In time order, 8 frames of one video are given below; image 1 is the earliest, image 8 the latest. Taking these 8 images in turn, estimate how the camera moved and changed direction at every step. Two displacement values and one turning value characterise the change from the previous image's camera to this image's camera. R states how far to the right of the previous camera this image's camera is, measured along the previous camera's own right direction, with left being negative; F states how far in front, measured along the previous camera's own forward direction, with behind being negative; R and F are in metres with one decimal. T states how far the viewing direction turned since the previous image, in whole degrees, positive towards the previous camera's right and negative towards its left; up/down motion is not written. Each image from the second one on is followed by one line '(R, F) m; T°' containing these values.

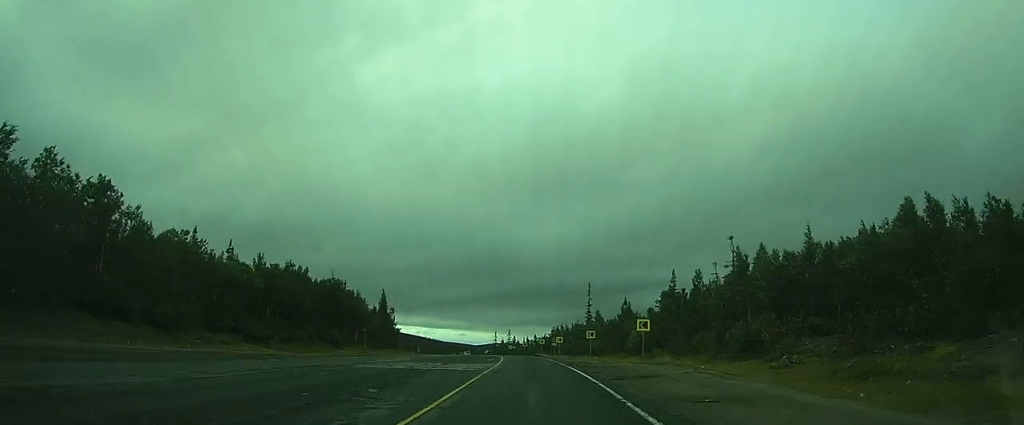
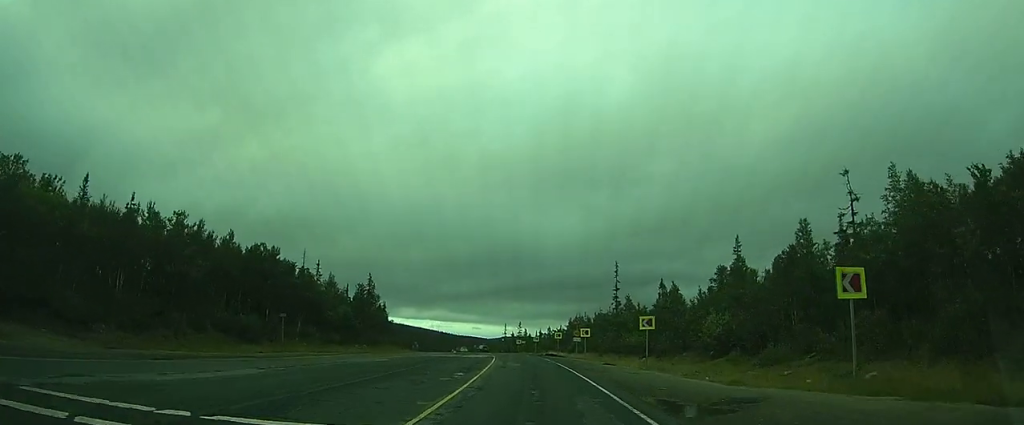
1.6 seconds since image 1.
(0.0, +23.2) m; 0°
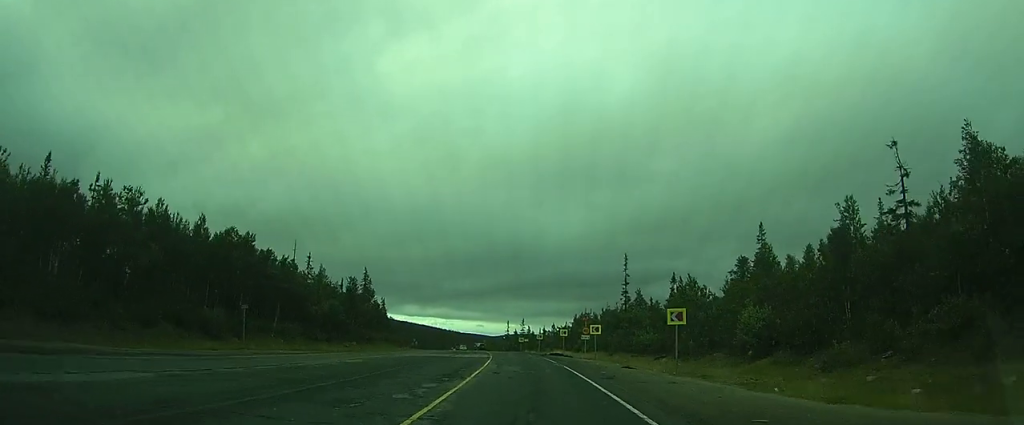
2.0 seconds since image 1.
(0.0, +6.0) m; 0°
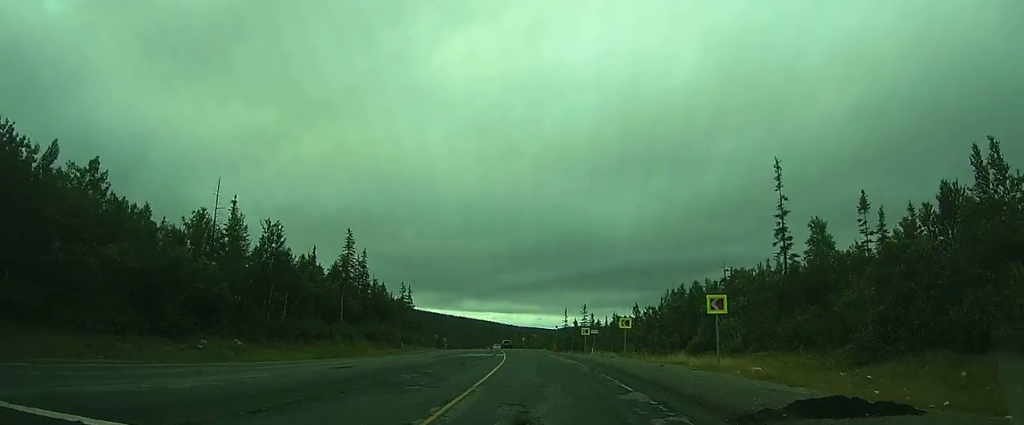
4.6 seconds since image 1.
(-5.3, +42.3) m; -12°
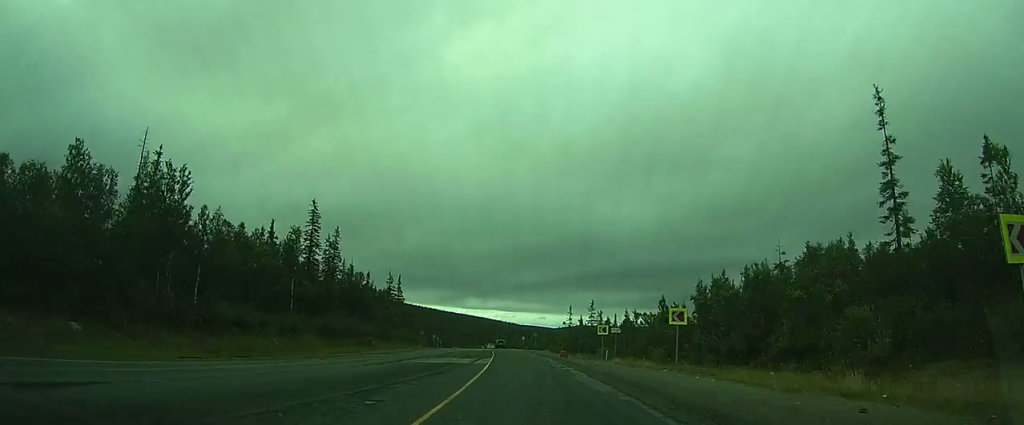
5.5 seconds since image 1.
(0.0, +15.4) m; 0°
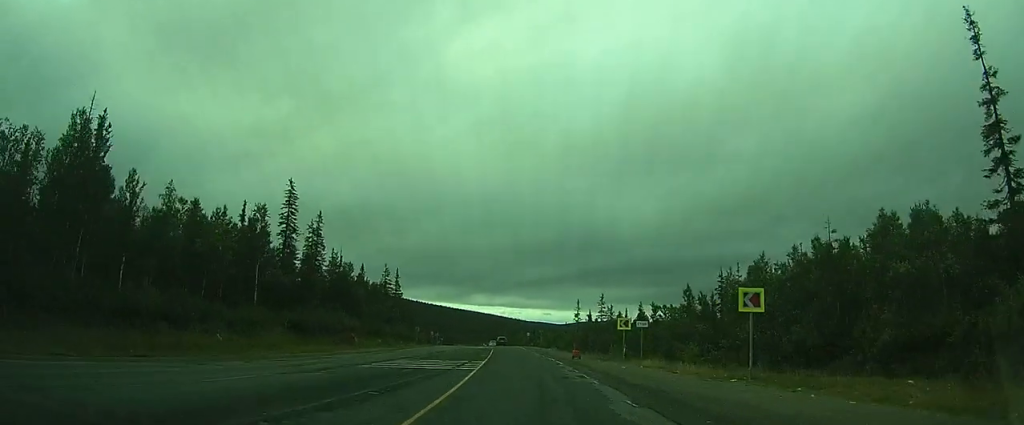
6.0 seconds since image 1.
(+0.1, +8.7) m; -1°
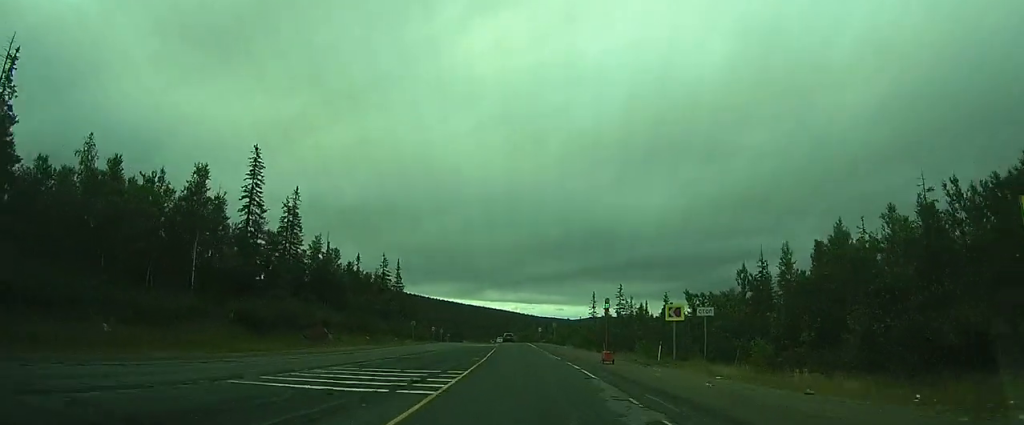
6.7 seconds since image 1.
(-0.2, +11.1) m; -2°
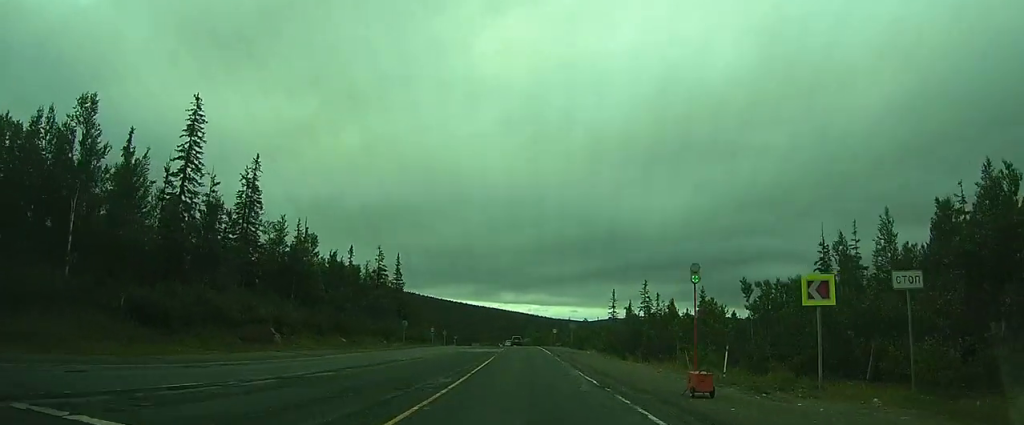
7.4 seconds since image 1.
(-0.3, +12.9) m; -2°
